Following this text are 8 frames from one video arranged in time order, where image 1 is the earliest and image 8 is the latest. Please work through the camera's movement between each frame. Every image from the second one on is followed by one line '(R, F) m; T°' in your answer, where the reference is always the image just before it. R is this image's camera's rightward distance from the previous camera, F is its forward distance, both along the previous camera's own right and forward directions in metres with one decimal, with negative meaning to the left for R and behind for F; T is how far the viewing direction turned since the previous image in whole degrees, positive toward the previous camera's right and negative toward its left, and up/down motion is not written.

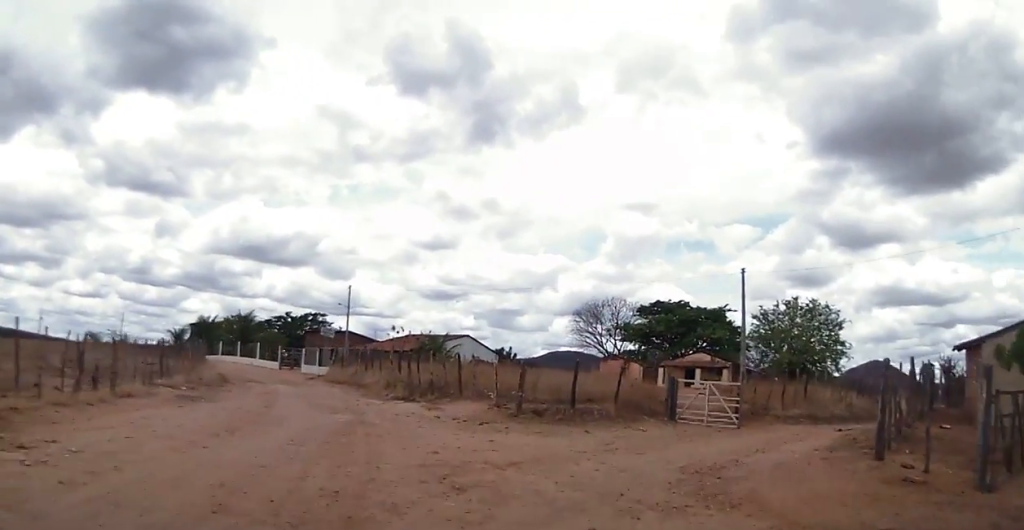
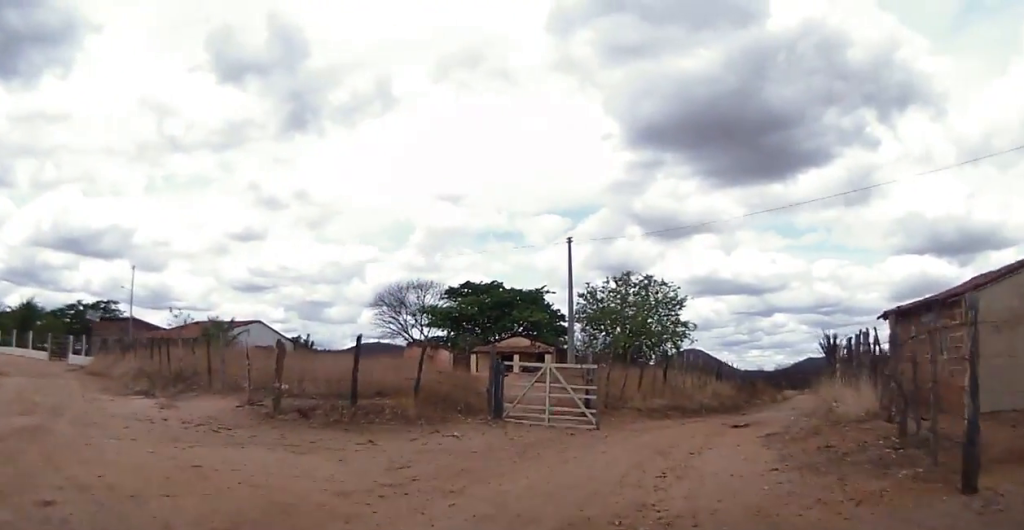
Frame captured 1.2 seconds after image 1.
(+0.6, +7.2) m; +11°
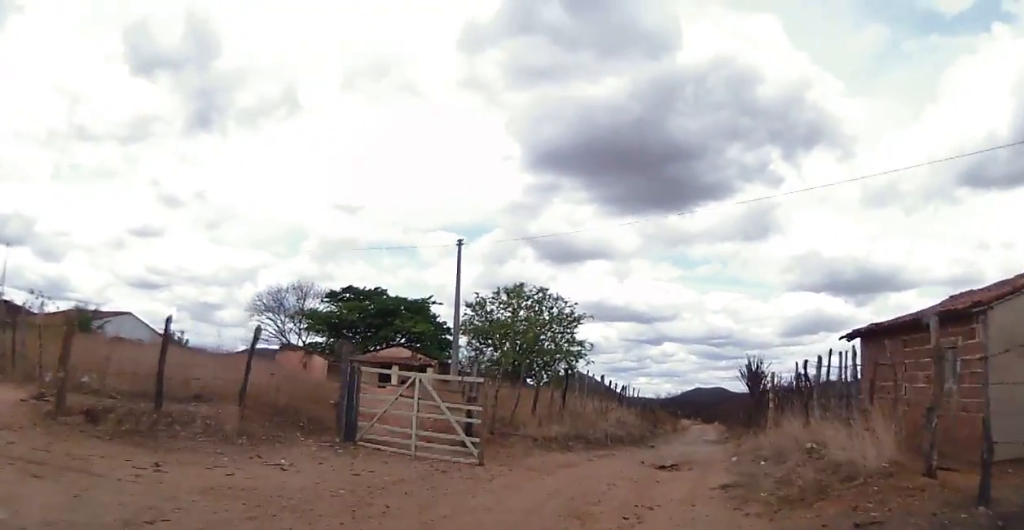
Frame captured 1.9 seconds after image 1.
(+0.3, +4.2) m; +8°
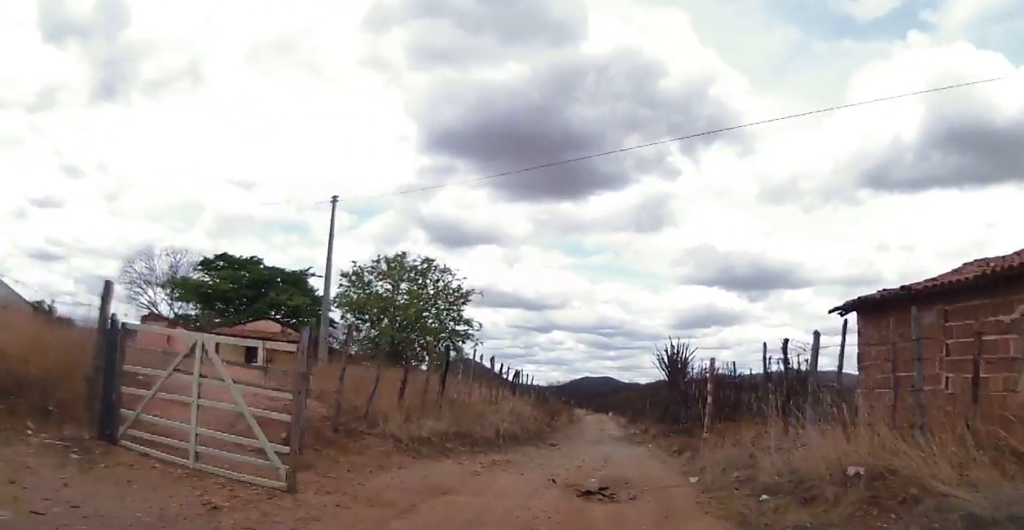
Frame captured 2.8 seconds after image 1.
(+0.4, +4.8) m; +11°
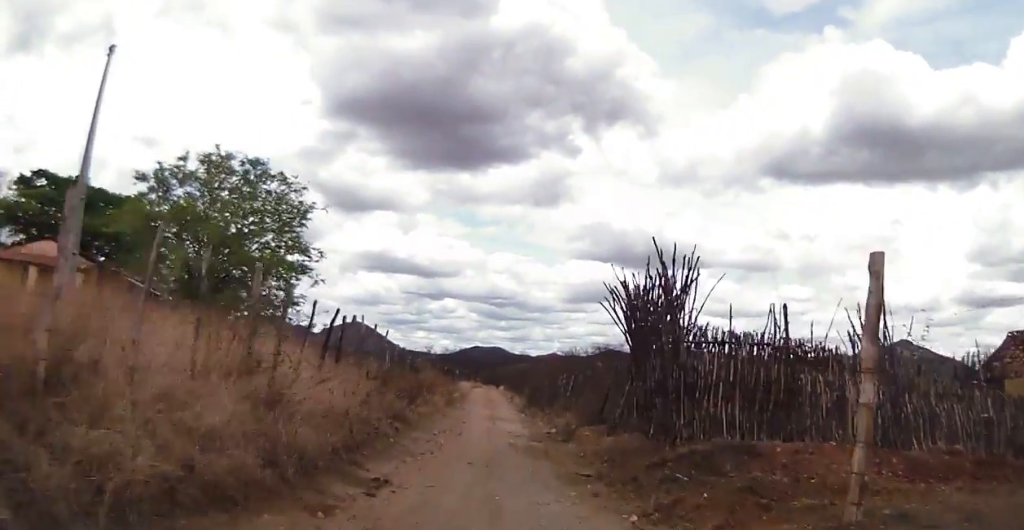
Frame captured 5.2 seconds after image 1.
(+2.9, +11.1) m; +21°
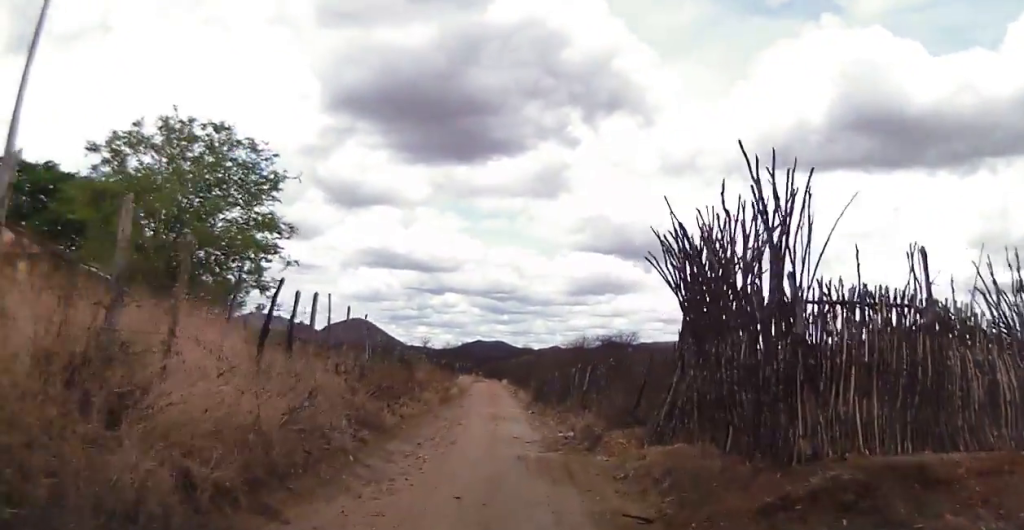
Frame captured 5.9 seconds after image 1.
(0.0, +3.4) m; +1°
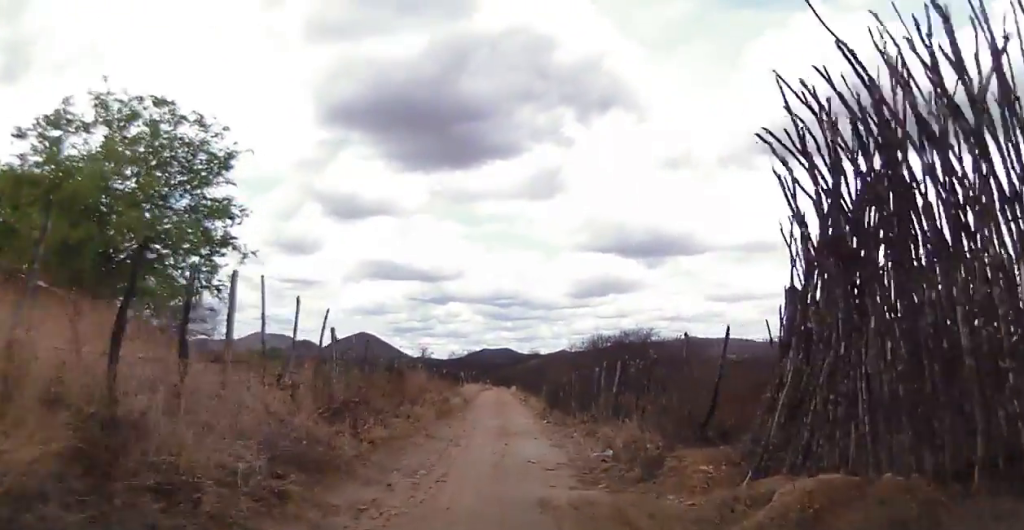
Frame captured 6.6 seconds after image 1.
(-0.2, +3.8) m; +2°
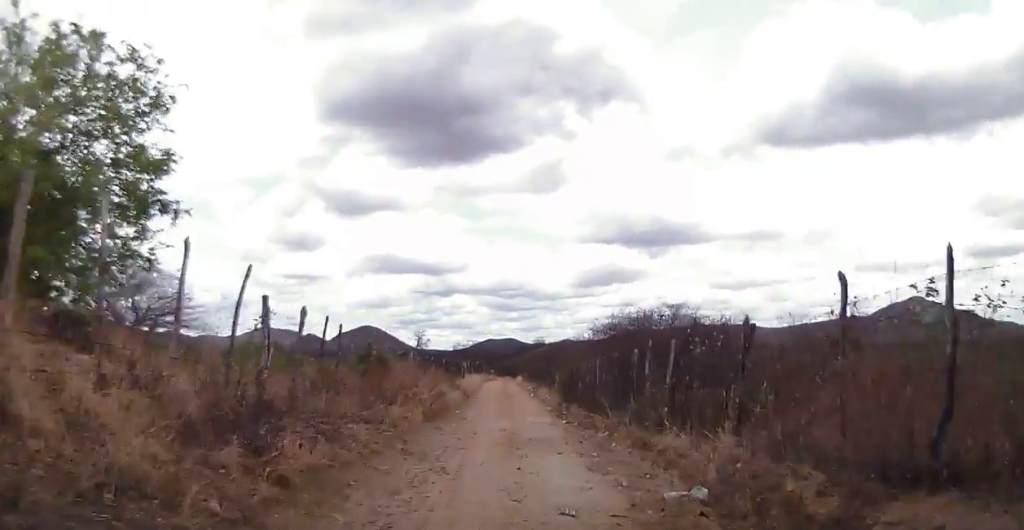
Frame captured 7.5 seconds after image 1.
(+0.4, +4.2) m; +5°
